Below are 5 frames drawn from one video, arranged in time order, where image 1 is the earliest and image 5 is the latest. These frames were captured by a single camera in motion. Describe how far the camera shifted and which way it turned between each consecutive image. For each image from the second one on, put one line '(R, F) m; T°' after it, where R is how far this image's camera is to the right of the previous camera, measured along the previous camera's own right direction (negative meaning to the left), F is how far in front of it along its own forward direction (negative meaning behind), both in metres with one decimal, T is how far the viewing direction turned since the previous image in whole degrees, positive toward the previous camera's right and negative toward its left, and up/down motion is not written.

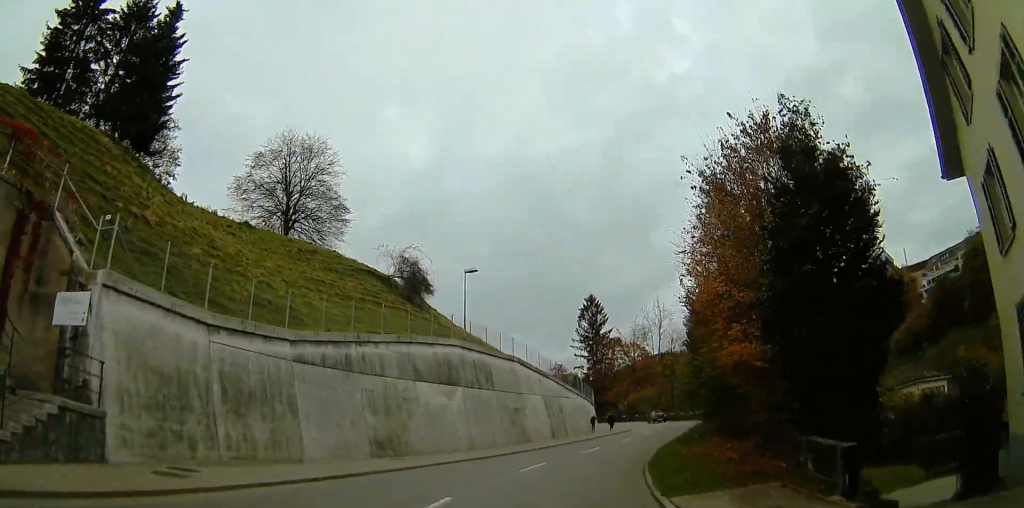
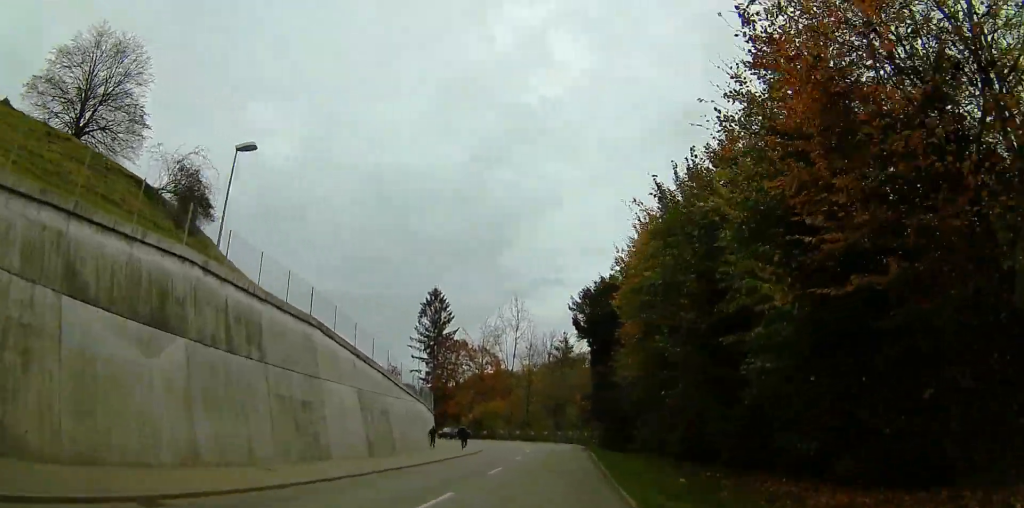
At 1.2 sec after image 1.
(+3.9, +14.7) m; +24°
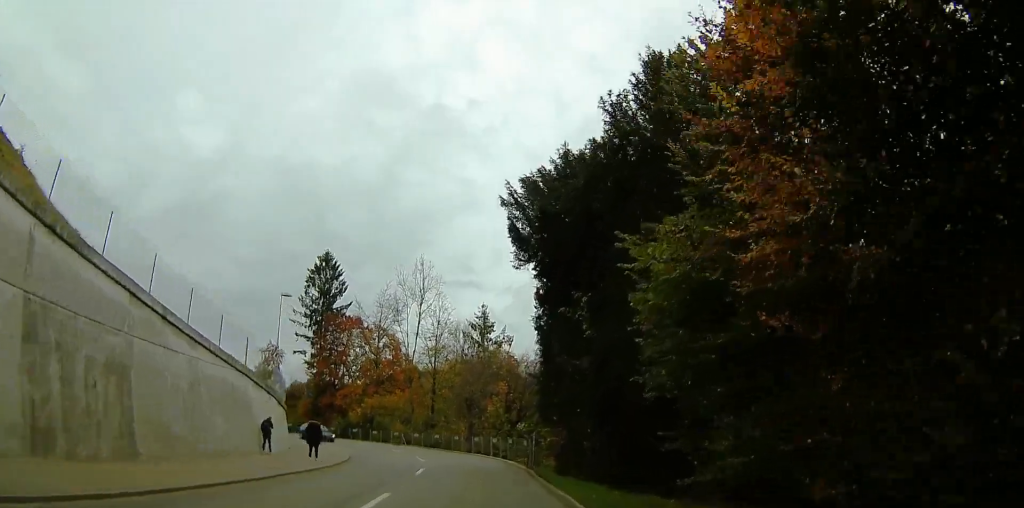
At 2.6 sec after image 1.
(+0.2, +18.2) m; -6°
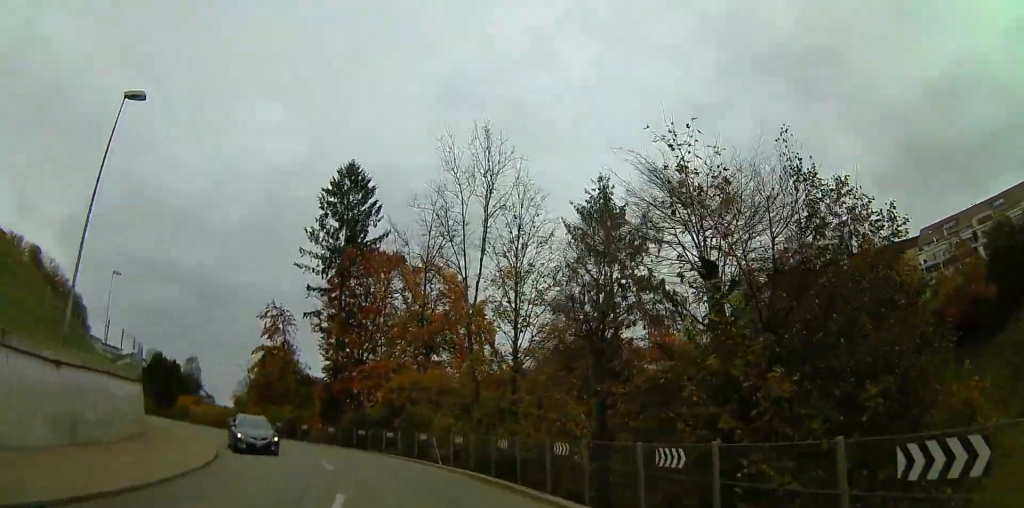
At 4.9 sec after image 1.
(+0.1, +28.0) m; -7°
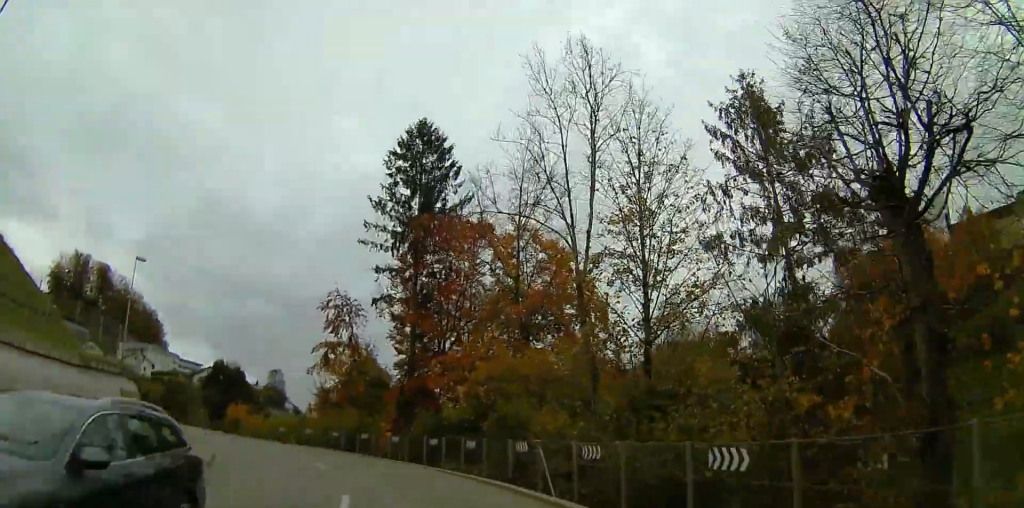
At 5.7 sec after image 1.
(-1.0, +7.3) m; -24°
